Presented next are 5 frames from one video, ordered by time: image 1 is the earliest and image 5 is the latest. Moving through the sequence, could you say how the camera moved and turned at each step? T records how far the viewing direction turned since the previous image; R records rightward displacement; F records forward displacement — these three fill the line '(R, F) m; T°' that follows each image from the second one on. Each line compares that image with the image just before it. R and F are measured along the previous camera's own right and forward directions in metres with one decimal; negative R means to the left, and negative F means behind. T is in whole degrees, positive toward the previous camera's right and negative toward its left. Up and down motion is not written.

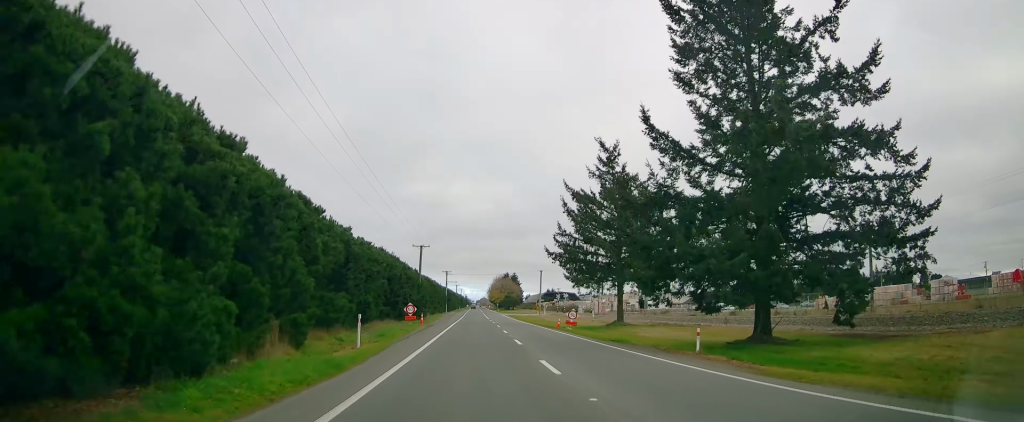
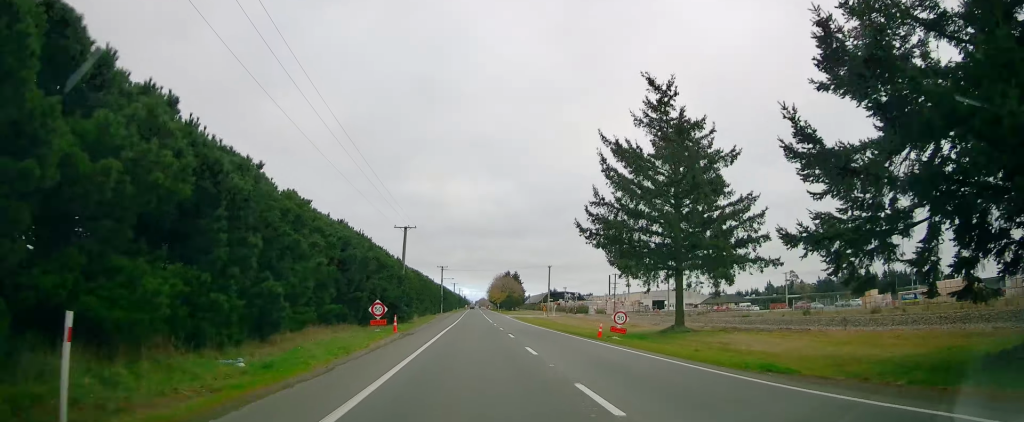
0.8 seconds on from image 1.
(0.0, +14.9) m; 0°
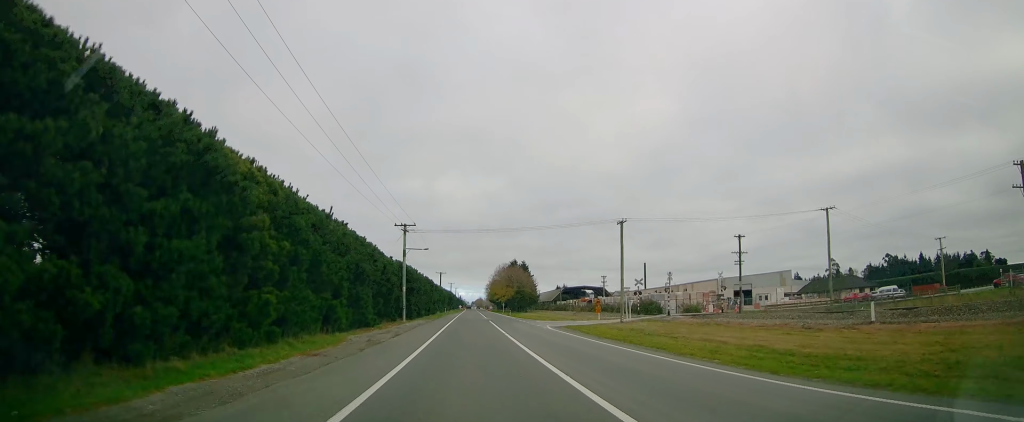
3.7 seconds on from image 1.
(-0.2, +55.6) m; 0°
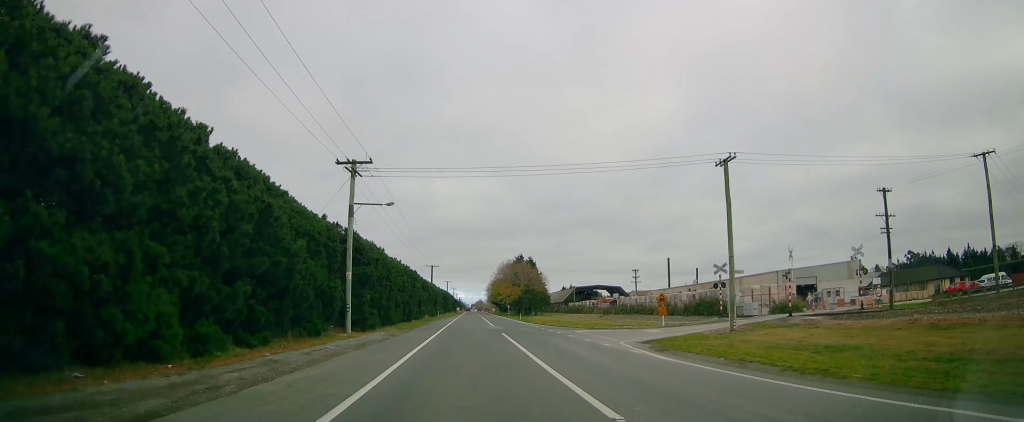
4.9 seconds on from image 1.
(+0.2, +23.7) m; -1°
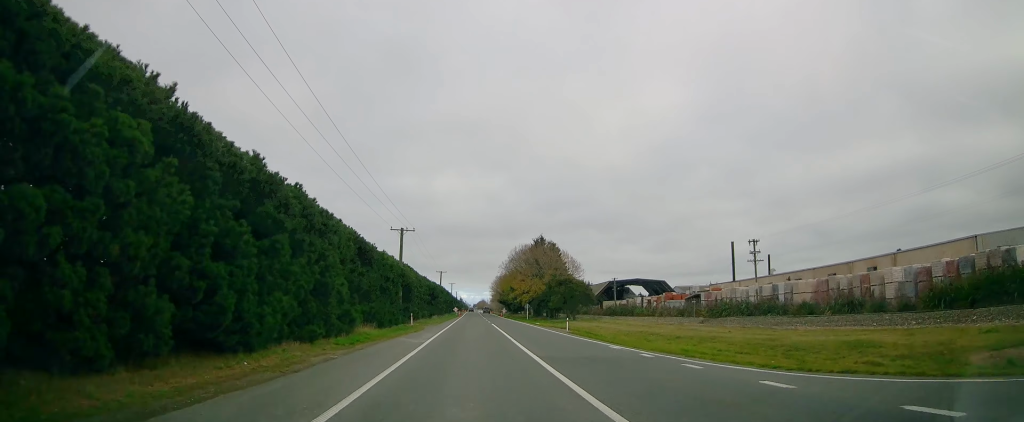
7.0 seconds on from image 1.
(-0.1, +41.3) m; +1°
